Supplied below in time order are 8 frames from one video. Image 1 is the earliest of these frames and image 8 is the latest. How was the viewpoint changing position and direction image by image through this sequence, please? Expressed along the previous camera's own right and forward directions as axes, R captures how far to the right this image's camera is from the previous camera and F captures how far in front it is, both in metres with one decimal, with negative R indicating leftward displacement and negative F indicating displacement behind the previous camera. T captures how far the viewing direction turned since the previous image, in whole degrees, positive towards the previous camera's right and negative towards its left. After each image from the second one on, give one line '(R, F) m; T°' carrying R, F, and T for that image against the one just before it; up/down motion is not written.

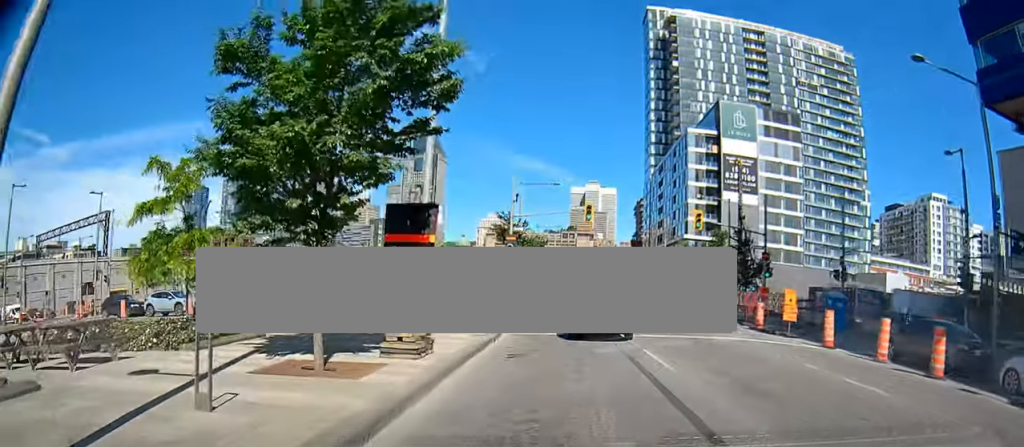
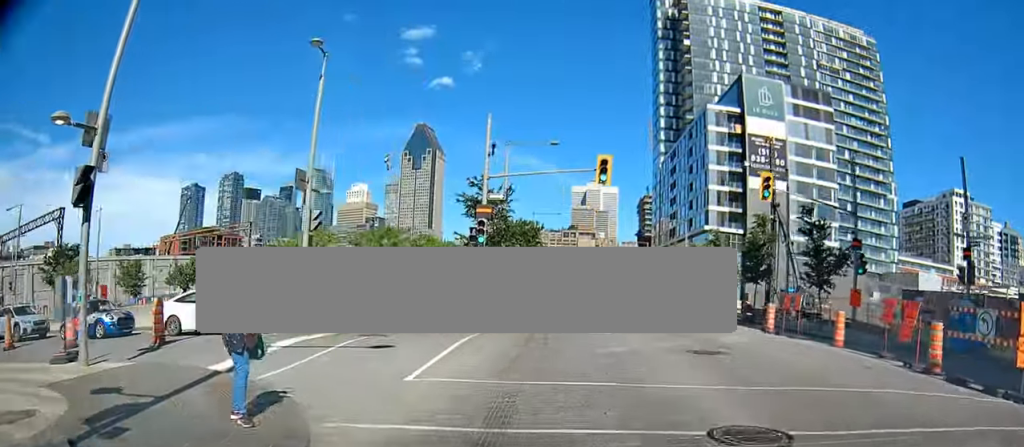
(-0.5, +12.6) m; -1°
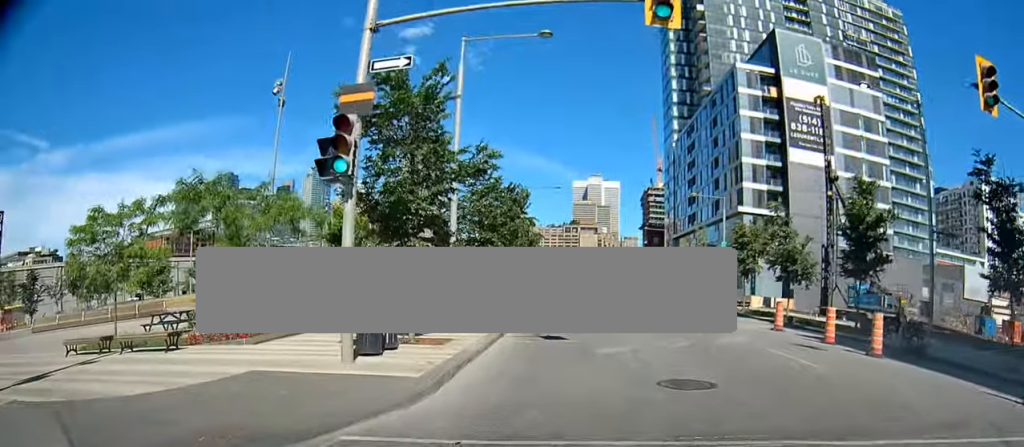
(+0.4, +15.0) m; +1°
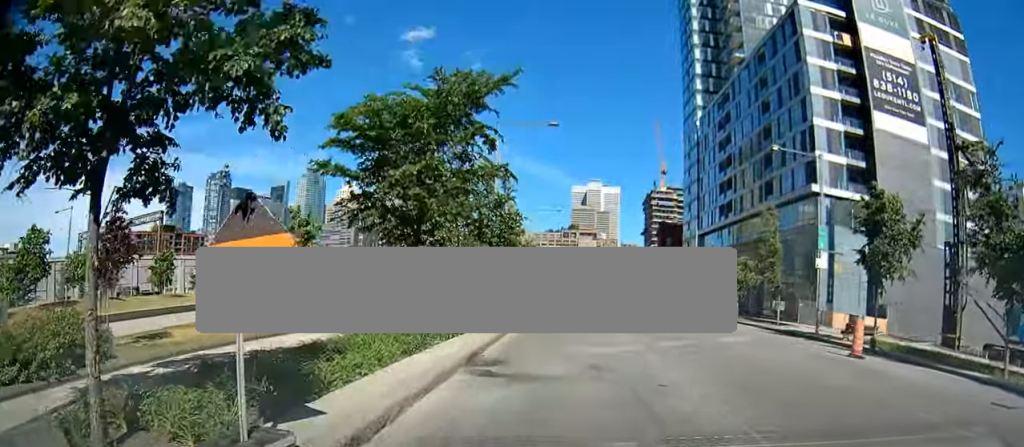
(-0.1, +20.4) m; +1°
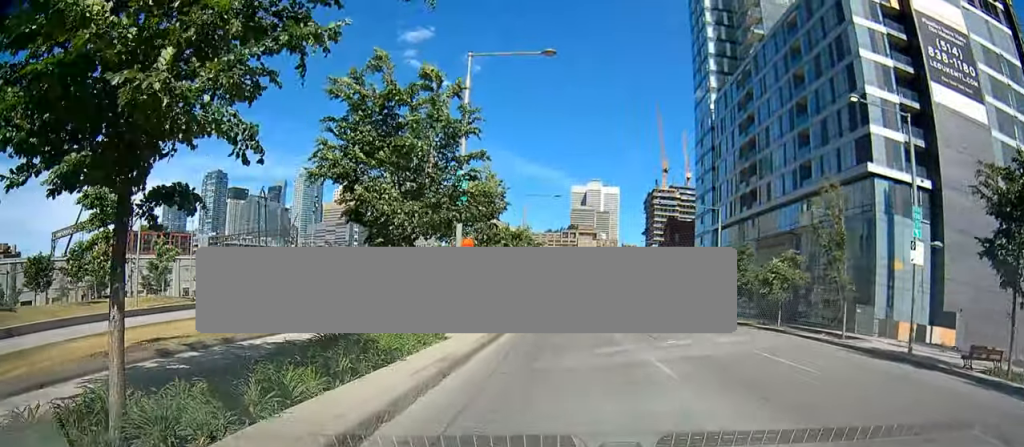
(+0.1, +8.9) m; 0°
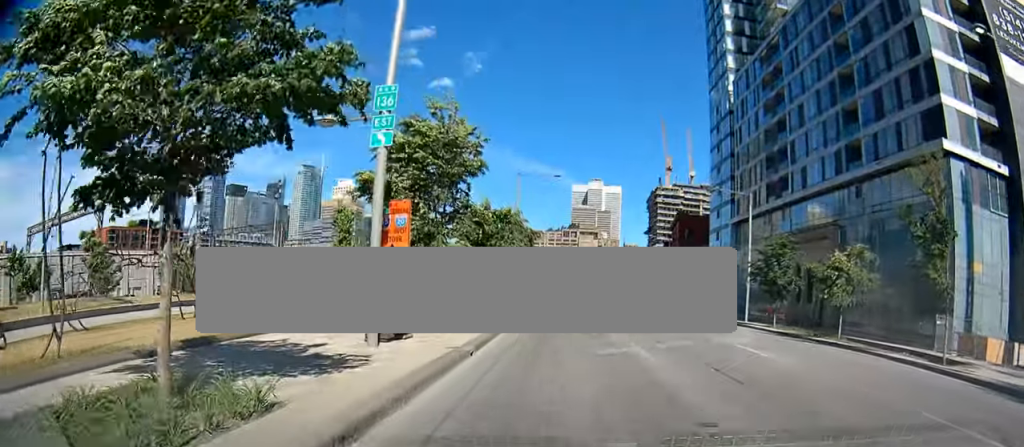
(-0.2, +8.0) m; -1°
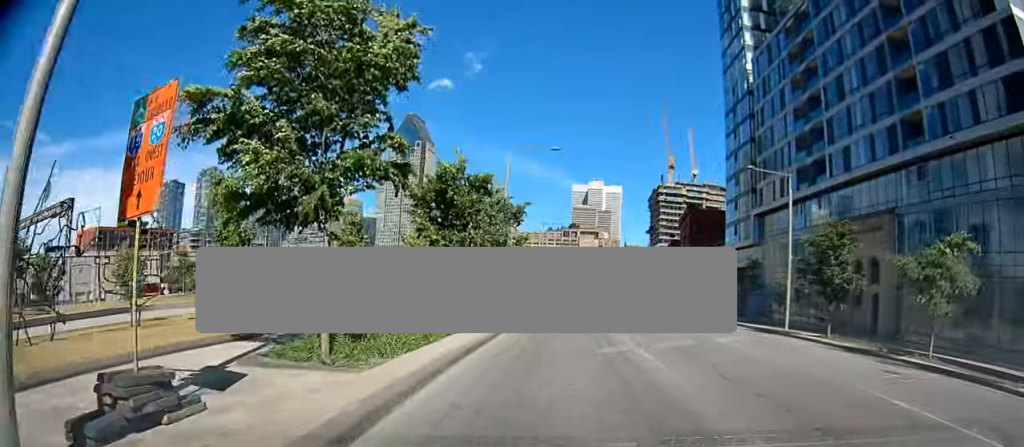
(0.0, +7.7) m; +1°
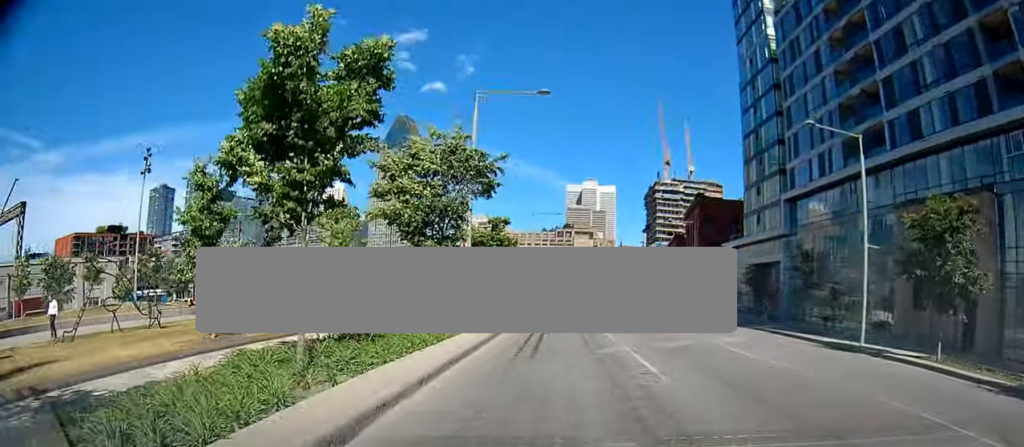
(+0.1, +10.2) m; +2°
